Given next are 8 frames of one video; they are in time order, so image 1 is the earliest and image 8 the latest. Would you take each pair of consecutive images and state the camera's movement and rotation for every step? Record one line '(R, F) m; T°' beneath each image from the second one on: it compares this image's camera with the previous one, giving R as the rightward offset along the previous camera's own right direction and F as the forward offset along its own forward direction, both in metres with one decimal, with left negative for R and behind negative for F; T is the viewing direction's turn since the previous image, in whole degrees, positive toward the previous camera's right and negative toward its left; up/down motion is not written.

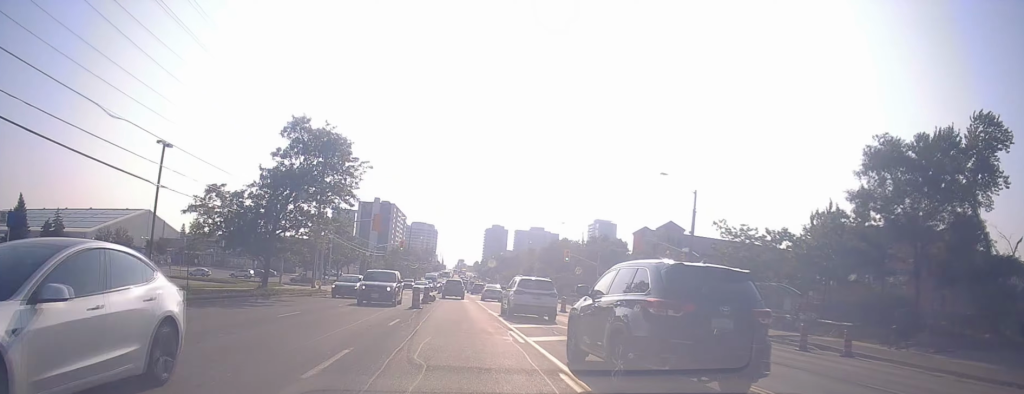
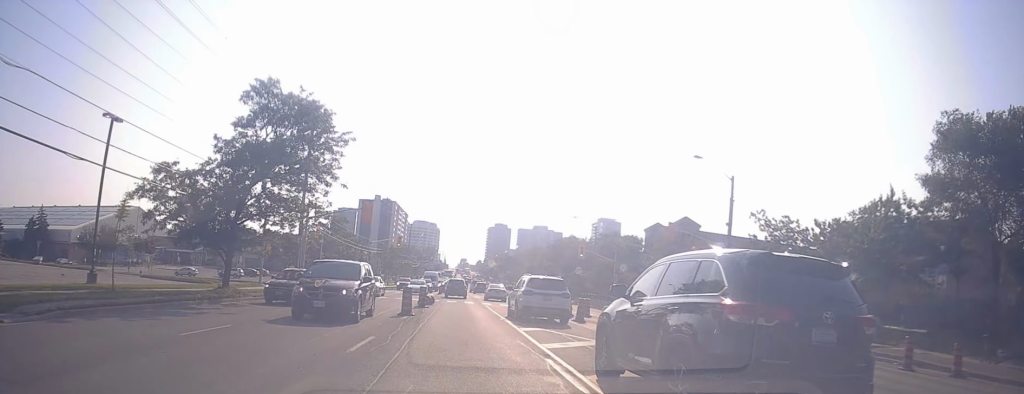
(0.0, +5.4) m; 0°
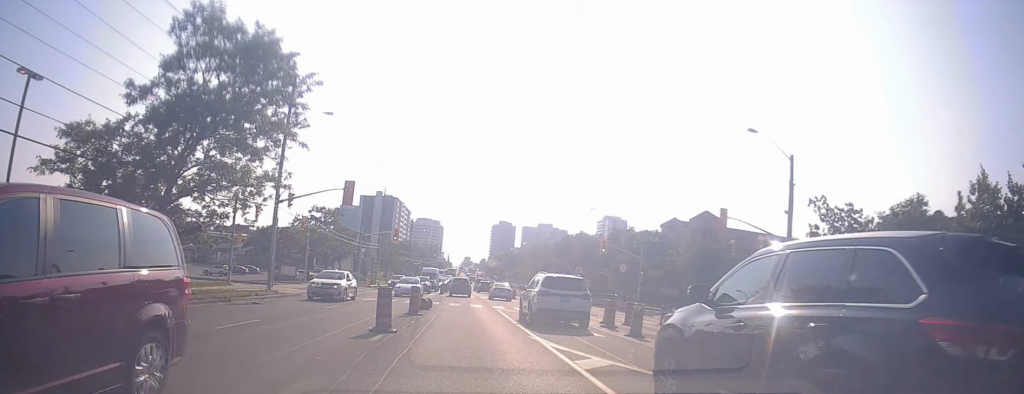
(0.0, +6.4) m; 0°
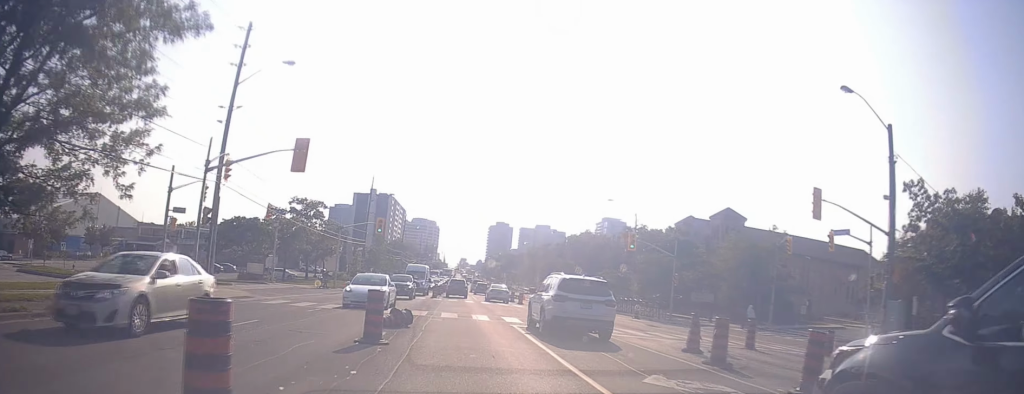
(0.0, +8.1) m; 0°
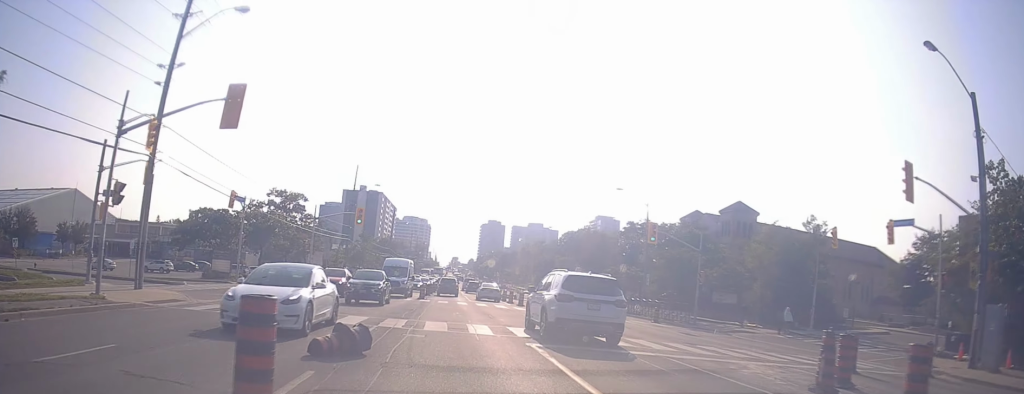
(0.0, +5.4) m; 0°
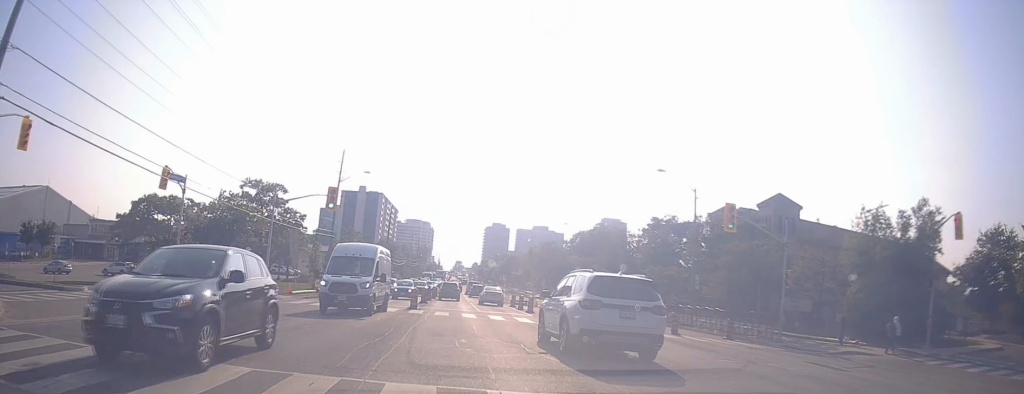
(0.0, +8.8) m; 0°
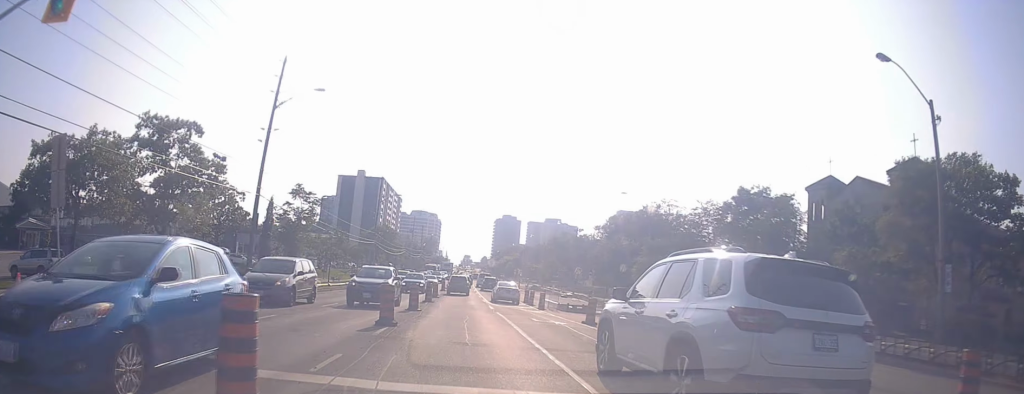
(0.0, +20.0) m; +1°
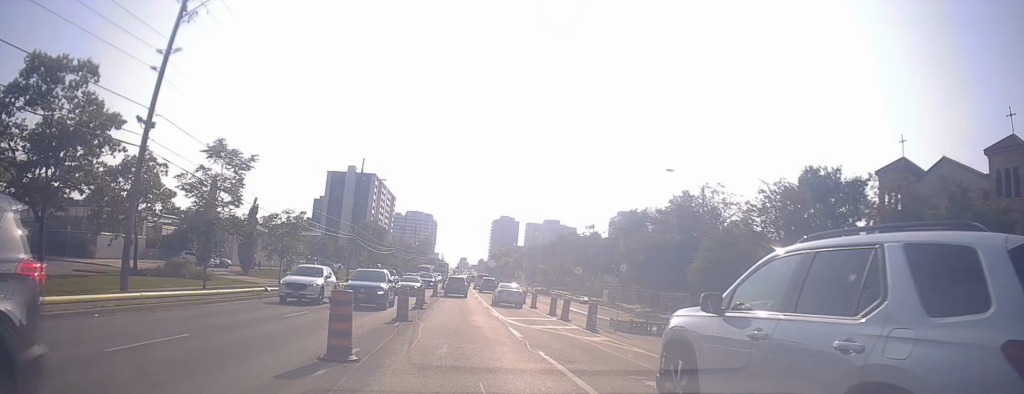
(+0.1, +12.8) m; +1°
